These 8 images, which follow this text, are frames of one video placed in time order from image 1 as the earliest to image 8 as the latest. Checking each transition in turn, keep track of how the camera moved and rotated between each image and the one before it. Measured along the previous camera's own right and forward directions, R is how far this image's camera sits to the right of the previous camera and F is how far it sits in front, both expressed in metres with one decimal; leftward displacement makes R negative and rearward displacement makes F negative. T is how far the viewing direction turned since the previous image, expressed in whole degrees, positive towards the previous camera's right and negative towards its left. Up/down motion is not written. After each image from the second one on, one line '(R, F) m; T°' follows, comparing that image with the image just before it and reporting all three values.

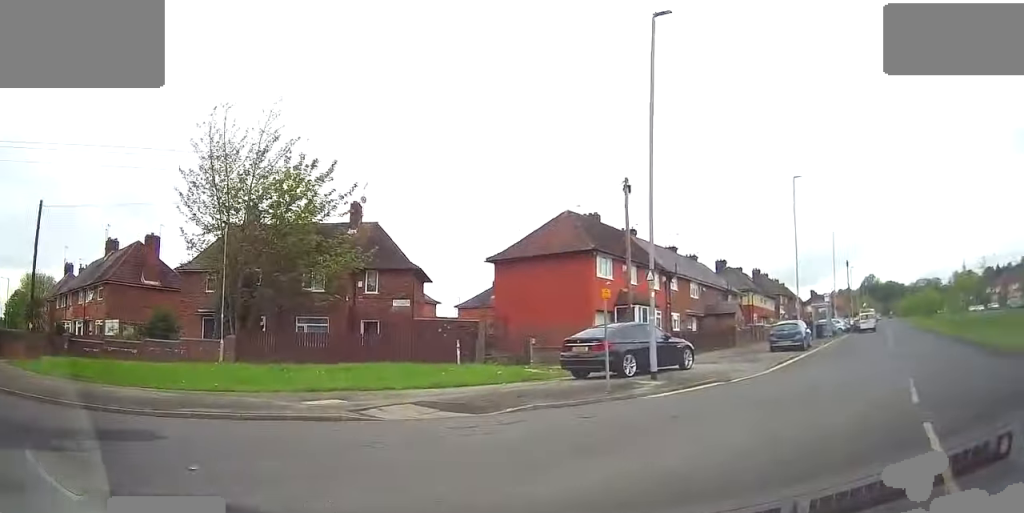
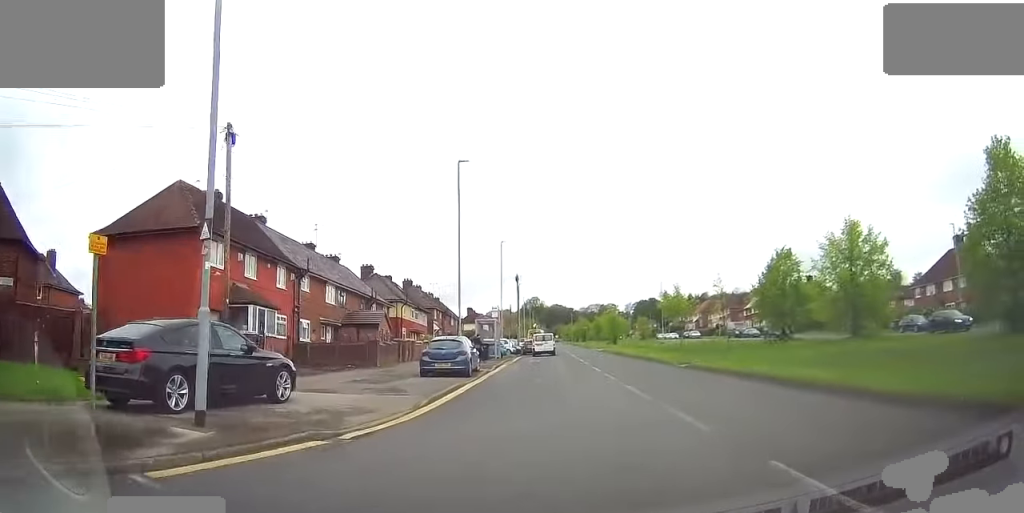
(+2.2, +6.4) m; +25°
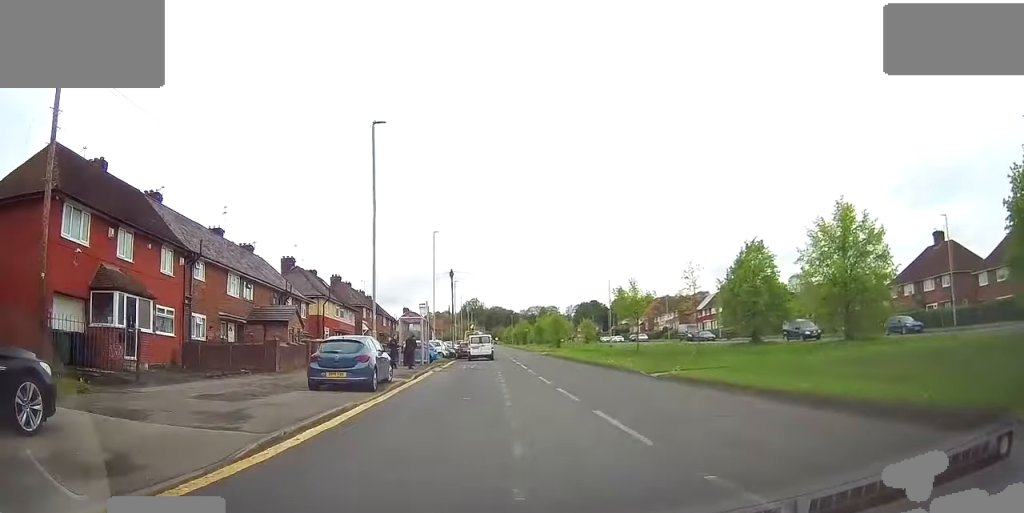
(-0.1, +6.2) m; +5°
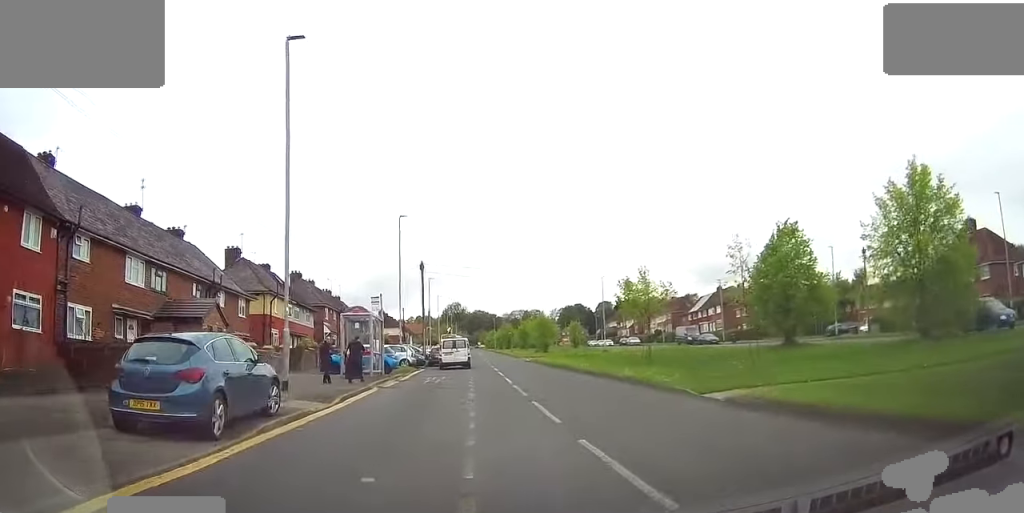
(+0.9, +8.8) m; +6°
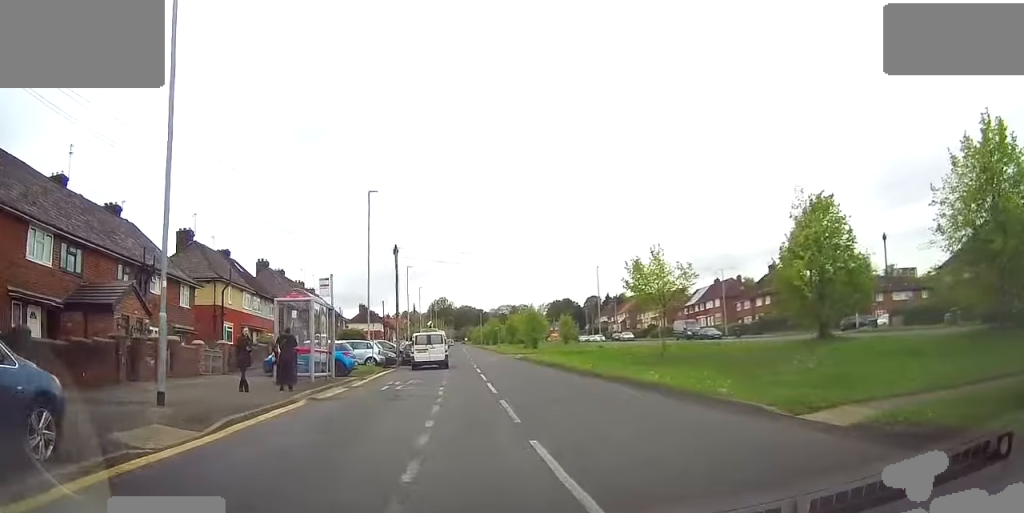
(0.0, +6.3) m; -3°
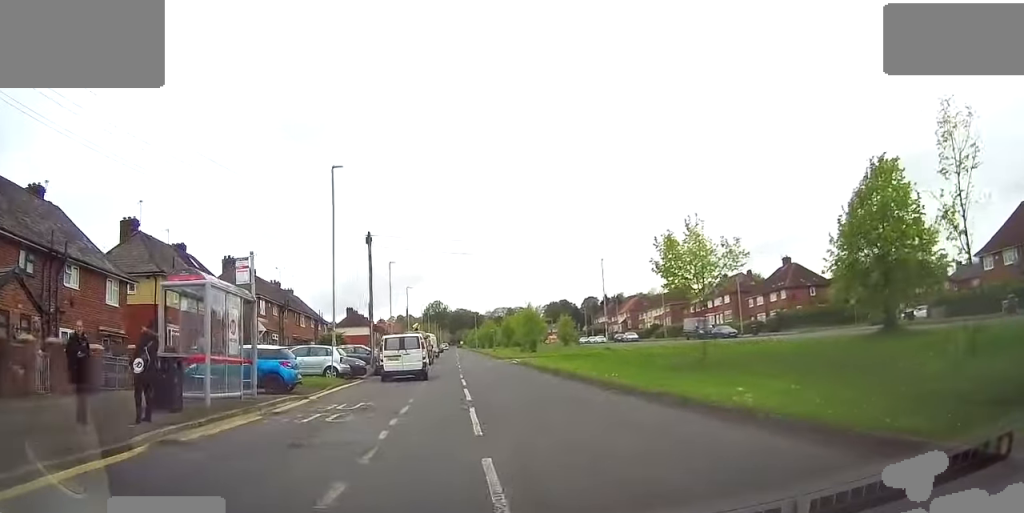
(-0.4, +7.0) m; 0°
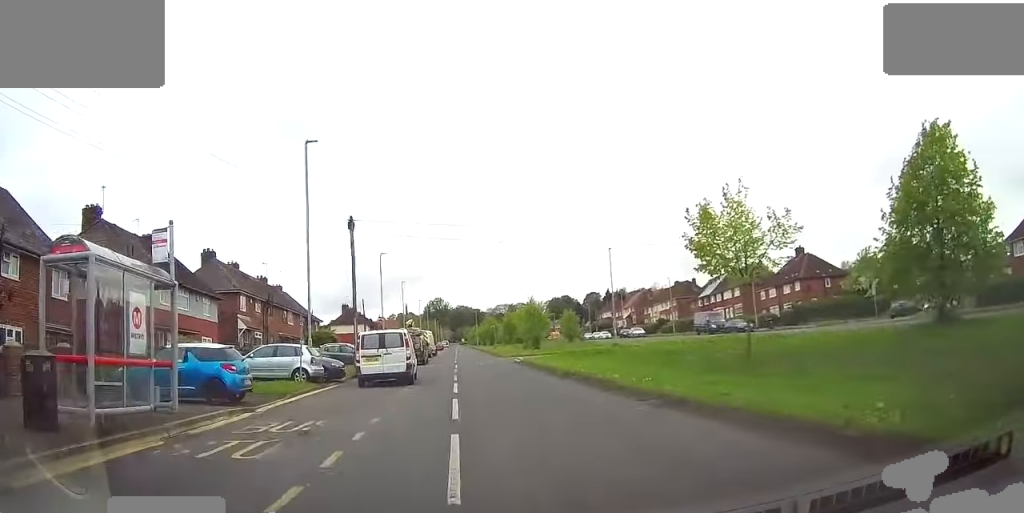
(+0.2, +4.3) m; 0°
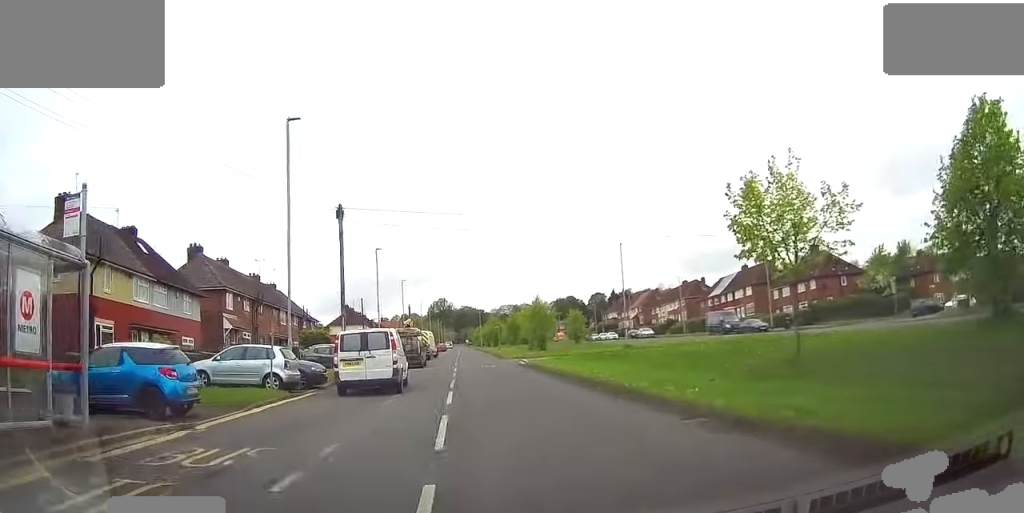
(+0.2, +3.2) m; 0°
